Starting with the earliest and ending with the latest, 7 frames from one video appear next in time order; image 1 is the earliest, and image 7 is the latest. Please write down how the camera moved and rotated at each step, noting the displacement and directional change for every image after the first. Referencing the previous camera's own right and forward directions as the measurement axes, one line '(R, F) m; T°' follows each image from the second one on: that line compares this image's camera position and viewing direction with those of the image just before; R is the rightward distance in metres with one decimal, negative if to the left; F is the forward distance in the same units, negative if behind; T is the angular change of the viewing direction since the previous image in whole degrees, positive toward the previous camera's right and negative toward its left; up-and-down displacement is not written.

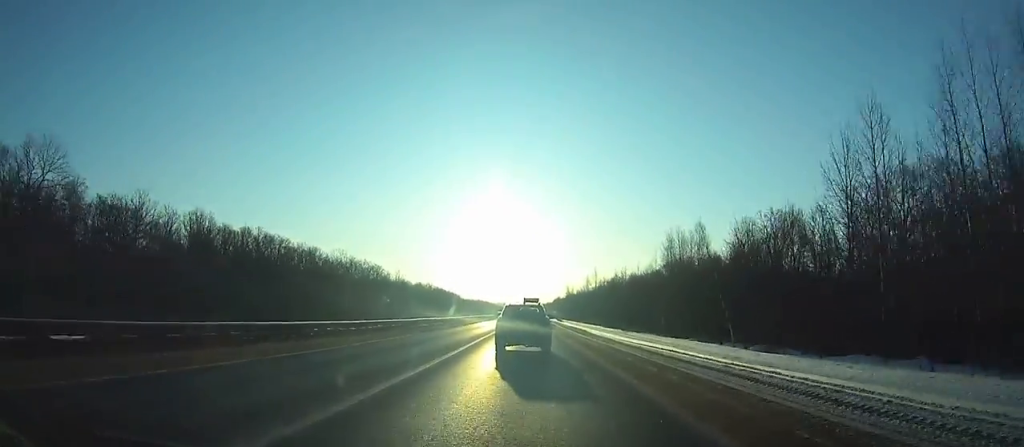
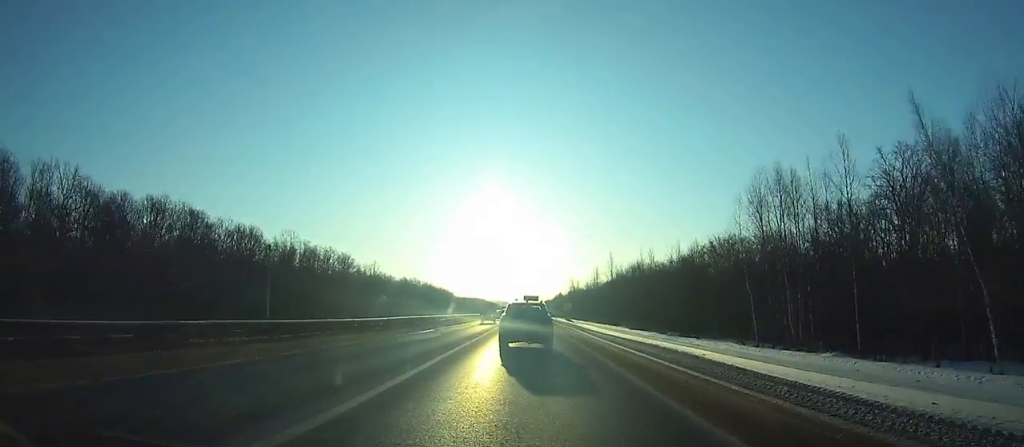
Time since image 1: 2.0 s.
(0.0, +36.9) m; 0°
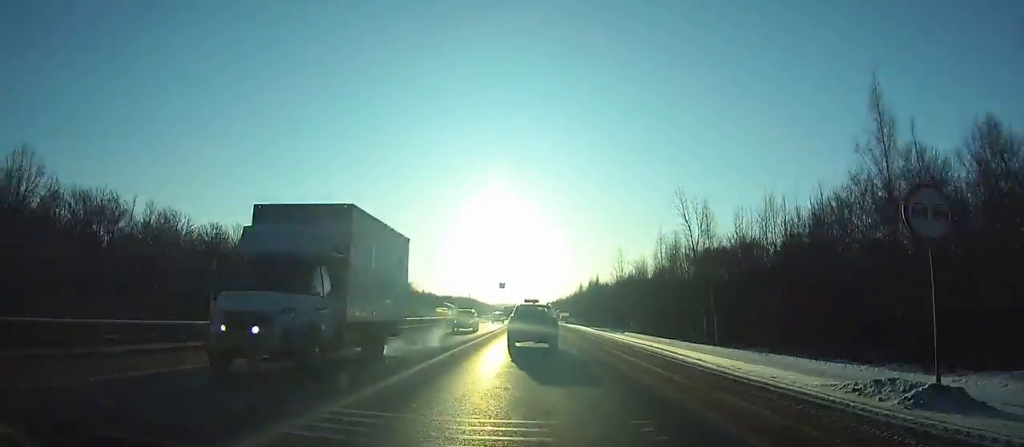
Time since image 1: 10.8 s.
(-0.1, +164.3) m; 0°
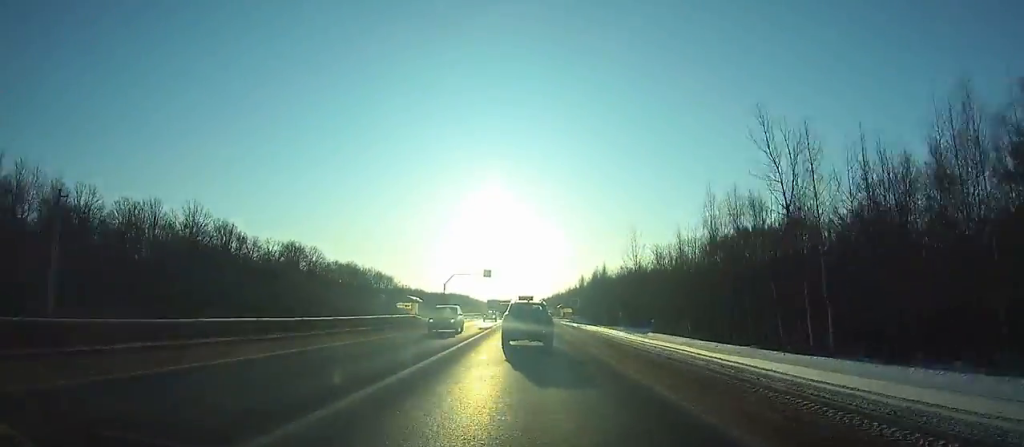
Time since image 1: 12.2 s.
(-0.1, +26.3) m; 0°
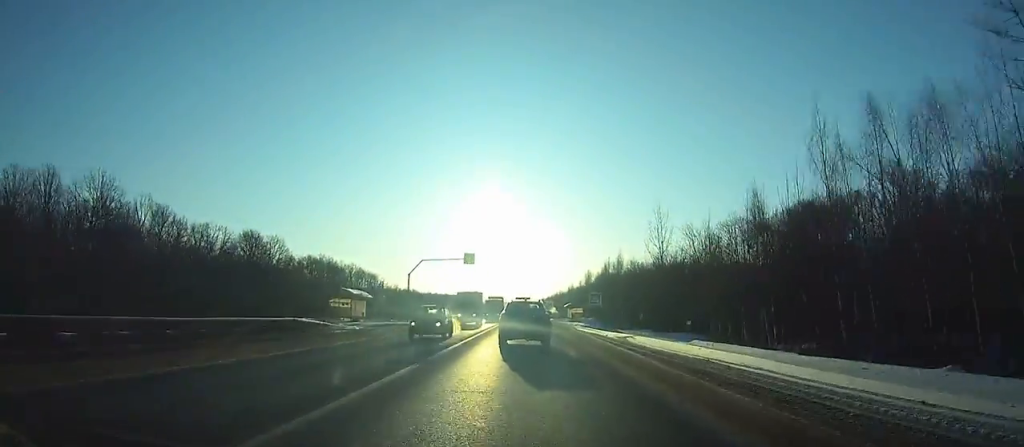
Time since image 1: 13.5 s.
(0.0, +24.3) m; 0°
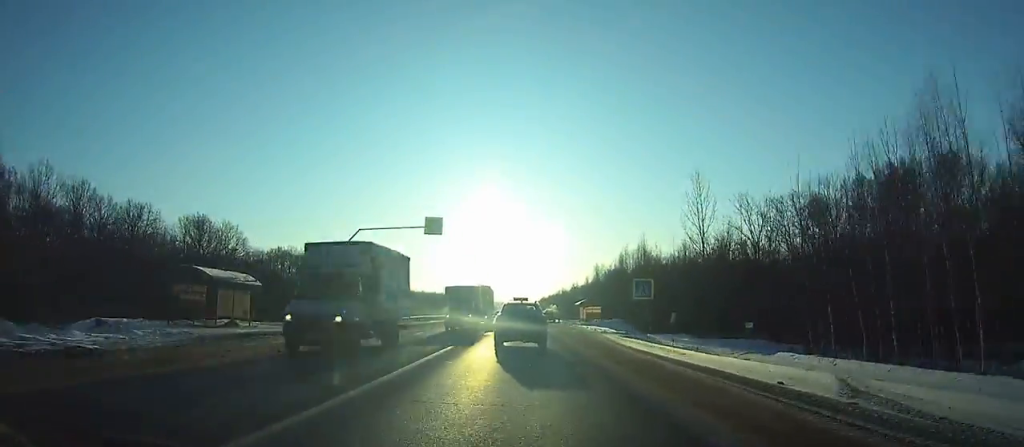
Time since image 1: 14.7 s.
(+0.1, +22.3) m; 0°
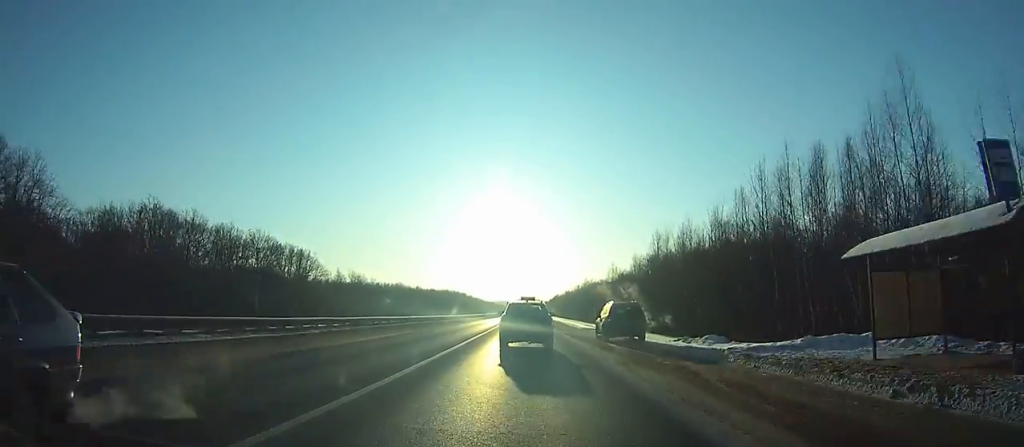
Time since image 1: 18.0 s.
(-0.4, +60.8) m; -1°
